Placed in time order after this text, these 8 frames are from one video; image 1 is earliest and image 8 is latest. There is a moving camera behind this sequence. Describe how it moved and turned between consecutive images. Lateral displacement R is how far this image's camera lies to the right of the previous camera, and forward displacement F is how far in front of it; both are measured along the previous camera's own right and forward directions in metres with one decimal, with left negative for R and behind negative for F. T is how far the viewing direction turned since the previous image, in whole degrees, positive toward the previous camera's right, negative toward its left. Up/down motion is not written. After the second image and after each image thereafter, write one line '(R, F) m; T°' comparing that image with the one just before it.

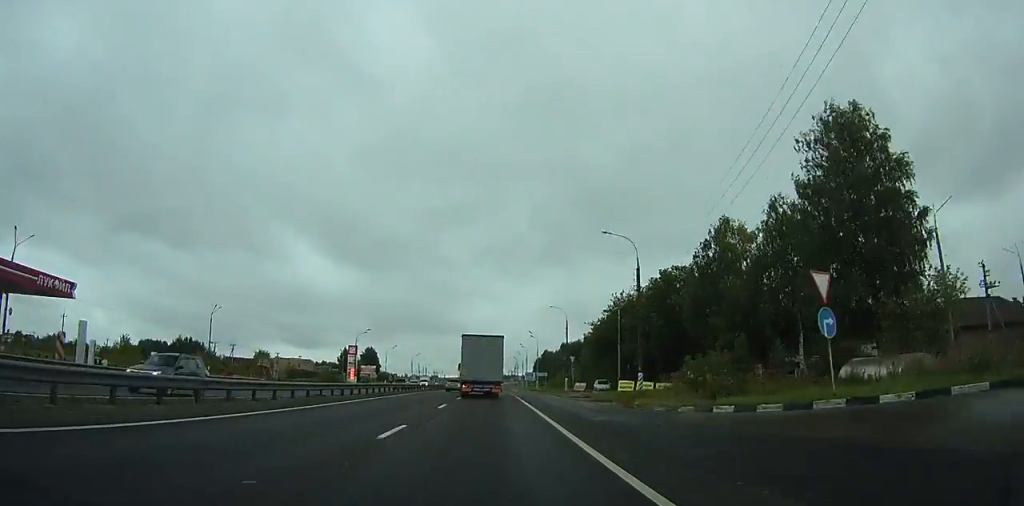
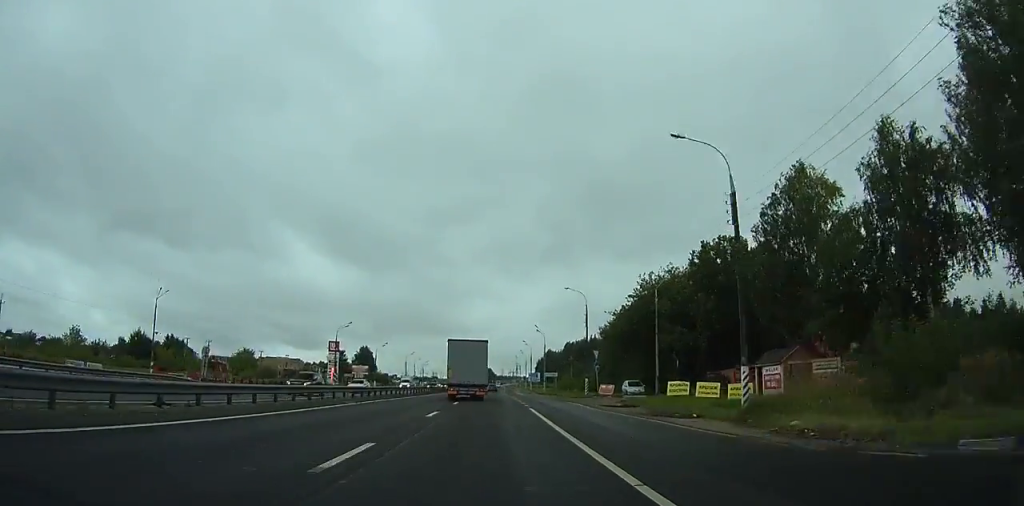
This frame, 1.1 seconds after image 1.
(+0.1, +16.5) m; 0°
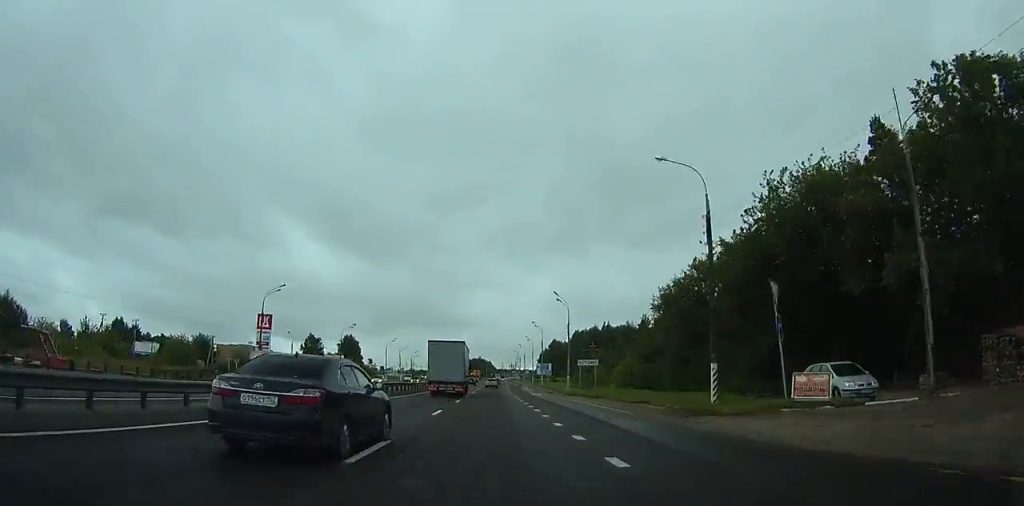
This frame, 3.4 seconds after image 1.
(+0.1, +35.3) m; 0°
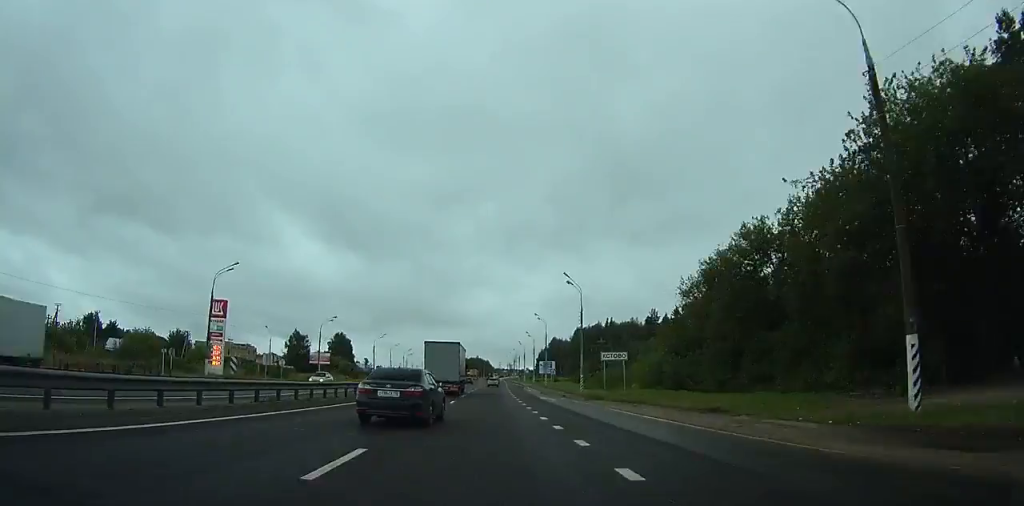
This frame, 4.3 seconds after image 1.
(0.0, +13.1) m; 0°
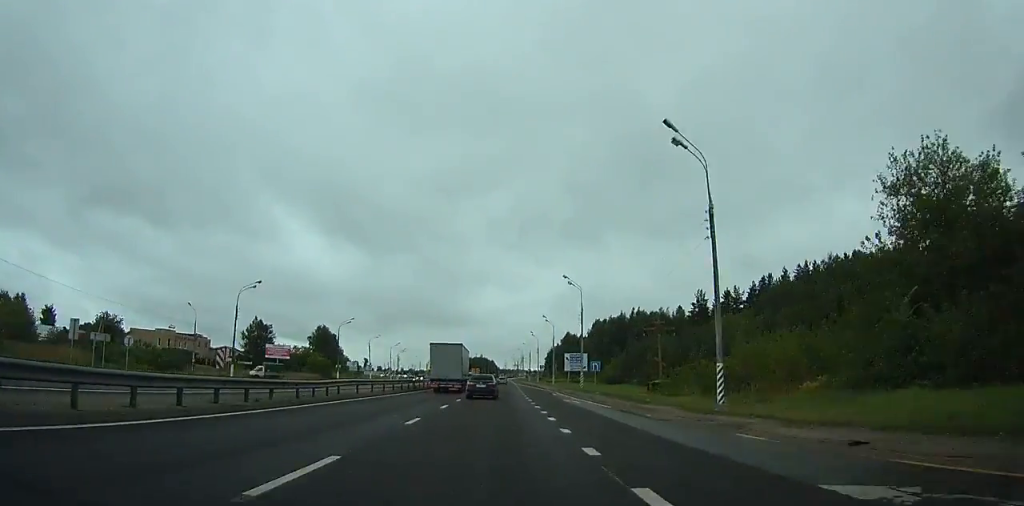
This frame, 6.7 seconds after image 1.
(0.0, +36.7) m; 0°
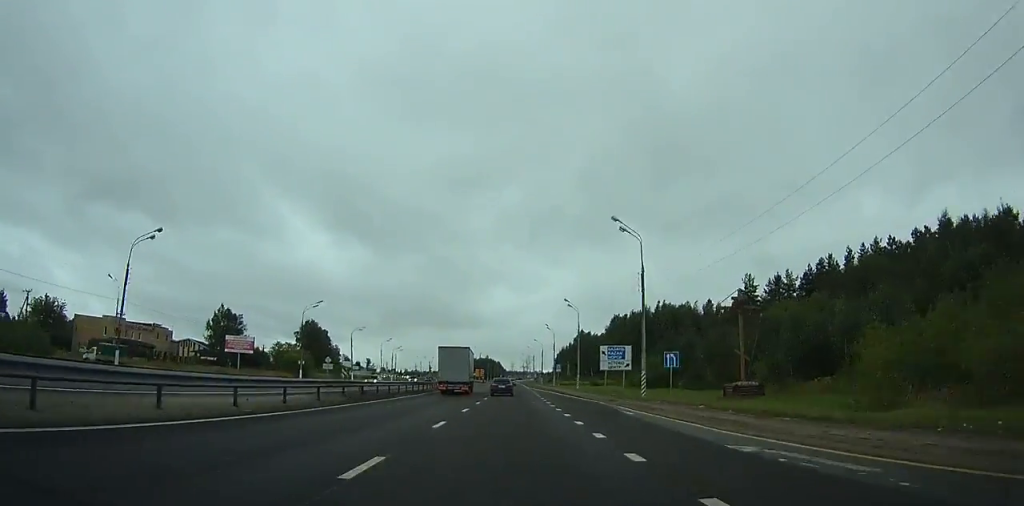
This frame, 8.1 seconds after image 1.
(0.0, +23.2) m; 0°
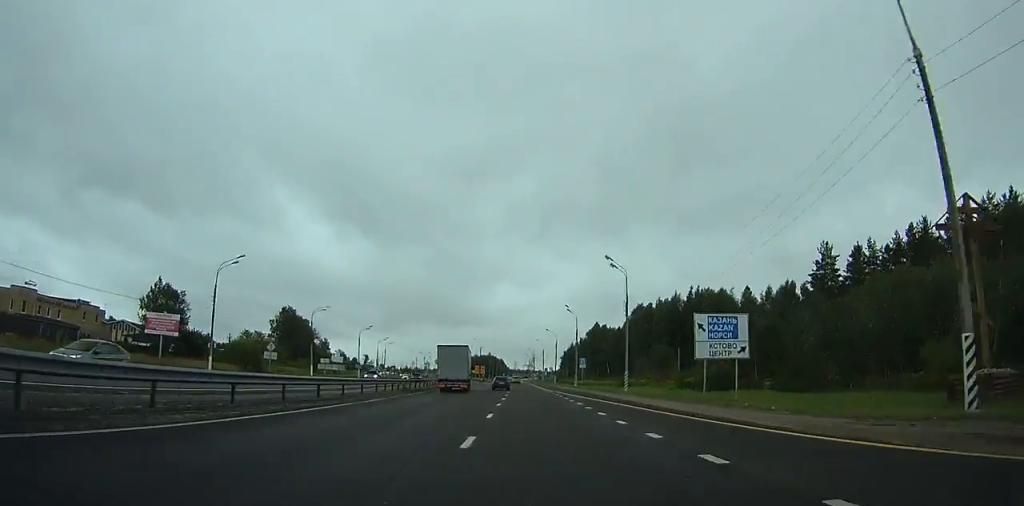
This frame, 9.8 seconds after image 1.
(-0.1, +27.4) m; -1°
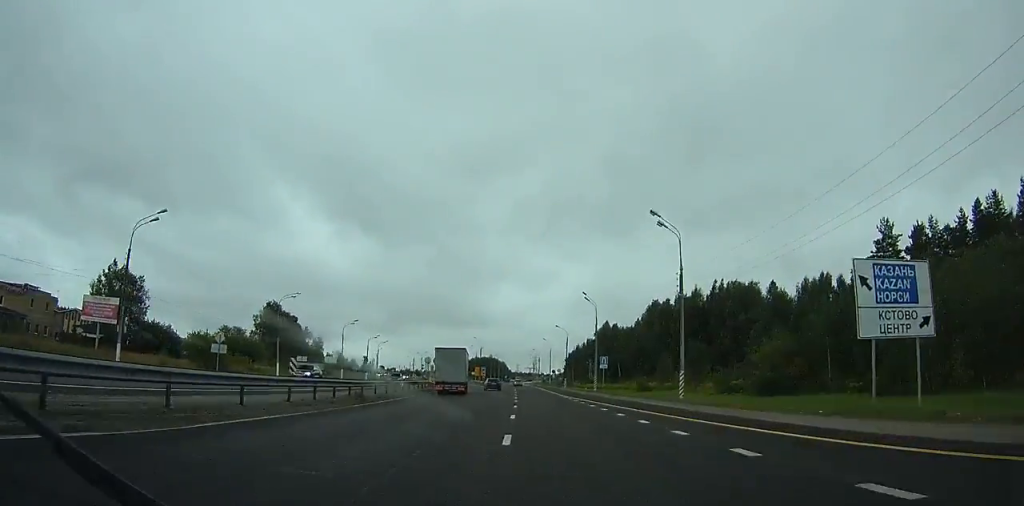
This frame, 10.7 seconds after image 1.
(-0.1, +14.9) m; 0°
